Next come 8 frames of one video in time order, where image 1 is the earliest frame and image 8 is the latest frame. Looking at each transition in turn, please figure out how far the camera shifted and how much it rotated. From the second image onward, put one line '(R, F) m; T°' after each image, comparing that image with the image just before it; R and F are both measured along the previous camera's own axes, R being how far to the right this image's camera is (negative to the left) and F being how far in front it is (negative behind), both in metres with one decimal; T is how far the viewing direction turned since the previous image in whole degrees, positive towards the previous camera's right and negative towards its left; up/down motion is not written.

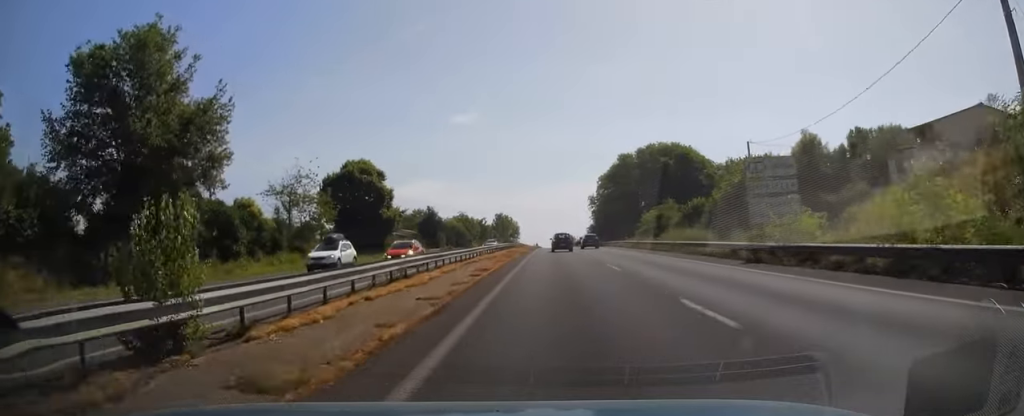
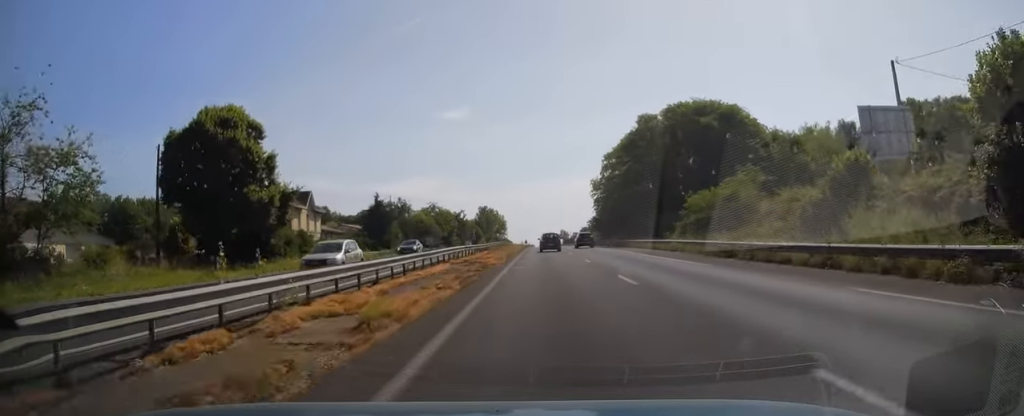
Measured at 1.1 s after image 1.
(+0.1, +32.1) m; +1°
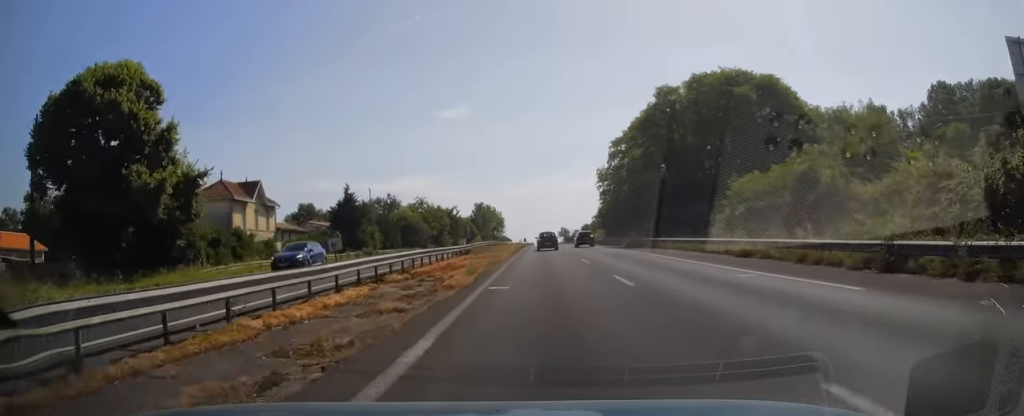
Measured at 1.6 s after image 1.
(+0.2, +13.4) m; 0°
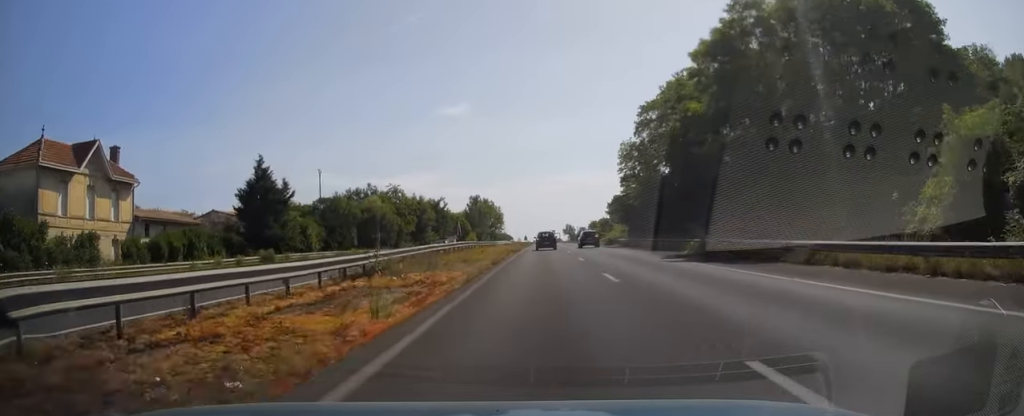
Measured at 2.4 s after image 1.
(-0.2, +24.9) m; 0°
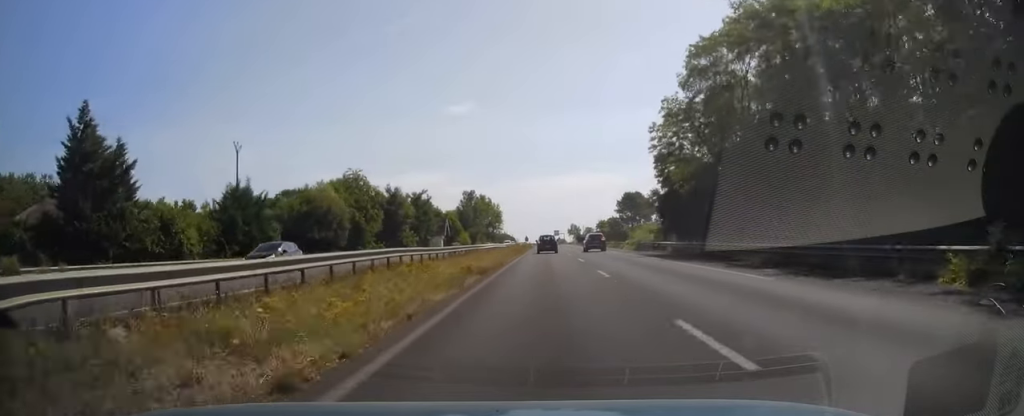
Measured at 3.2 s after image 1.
(0.0, +23.0) m; 0°
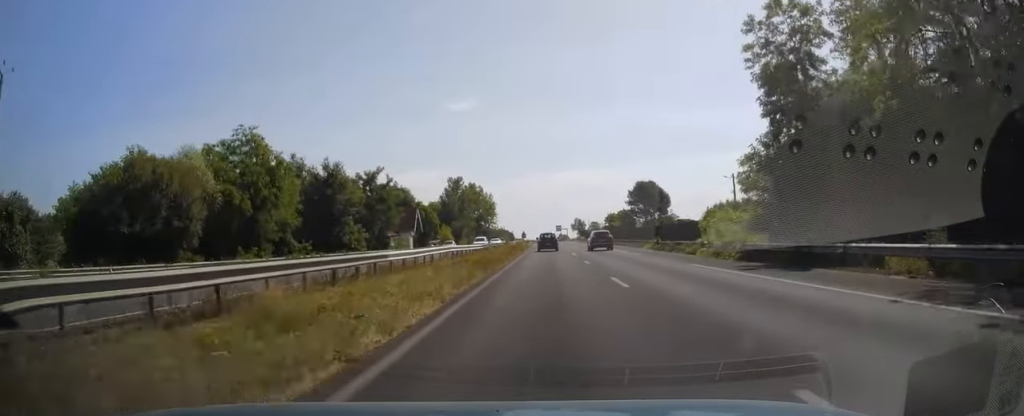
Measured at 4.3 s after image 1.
(0.0, +29.8) m; 0°
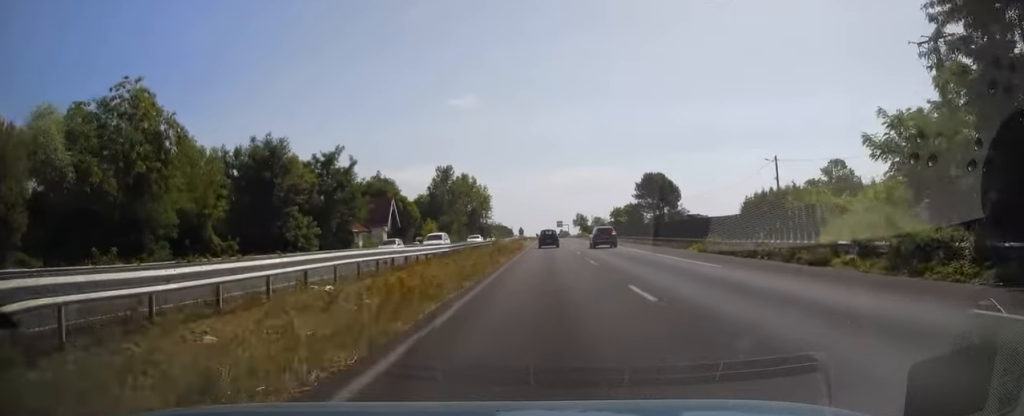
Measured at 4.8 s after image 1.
(-0.1, +15.9) m; 0°
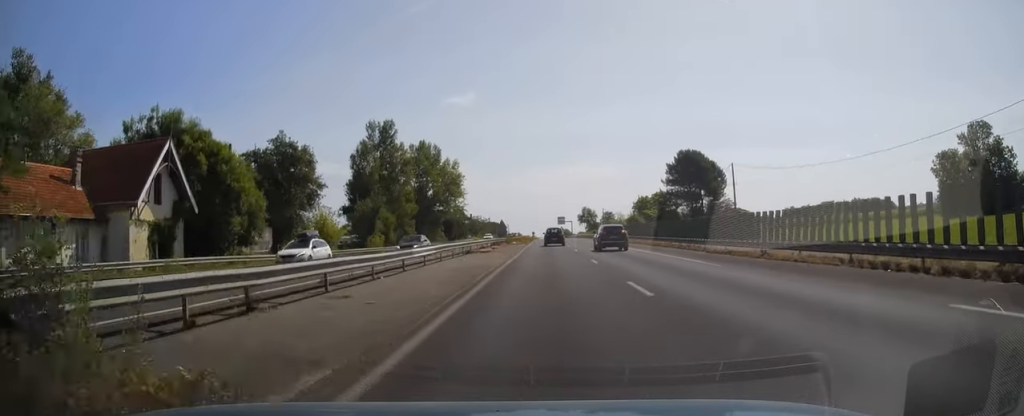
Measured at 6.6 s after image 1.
(+0.7, +51.0) m; +1°
